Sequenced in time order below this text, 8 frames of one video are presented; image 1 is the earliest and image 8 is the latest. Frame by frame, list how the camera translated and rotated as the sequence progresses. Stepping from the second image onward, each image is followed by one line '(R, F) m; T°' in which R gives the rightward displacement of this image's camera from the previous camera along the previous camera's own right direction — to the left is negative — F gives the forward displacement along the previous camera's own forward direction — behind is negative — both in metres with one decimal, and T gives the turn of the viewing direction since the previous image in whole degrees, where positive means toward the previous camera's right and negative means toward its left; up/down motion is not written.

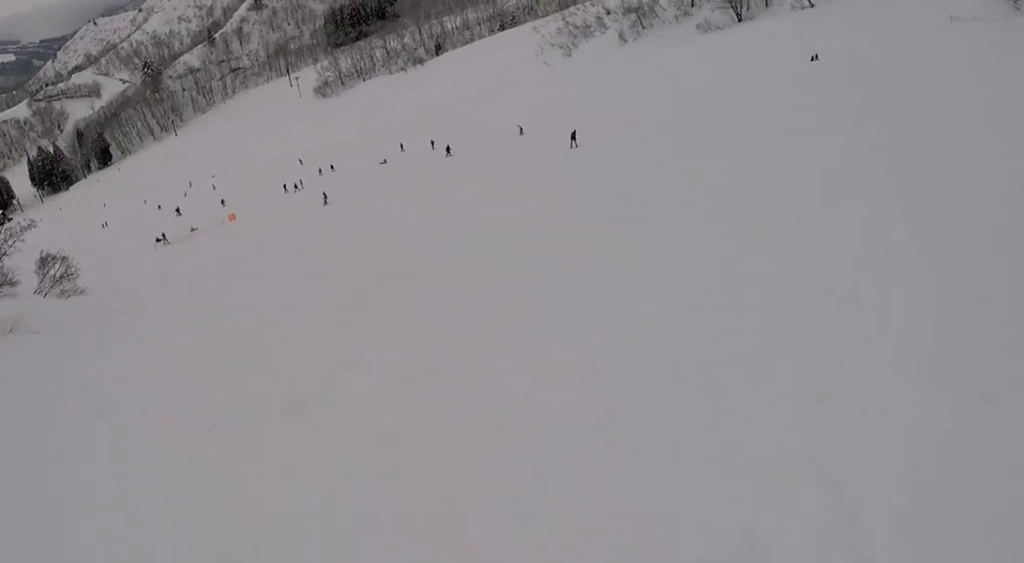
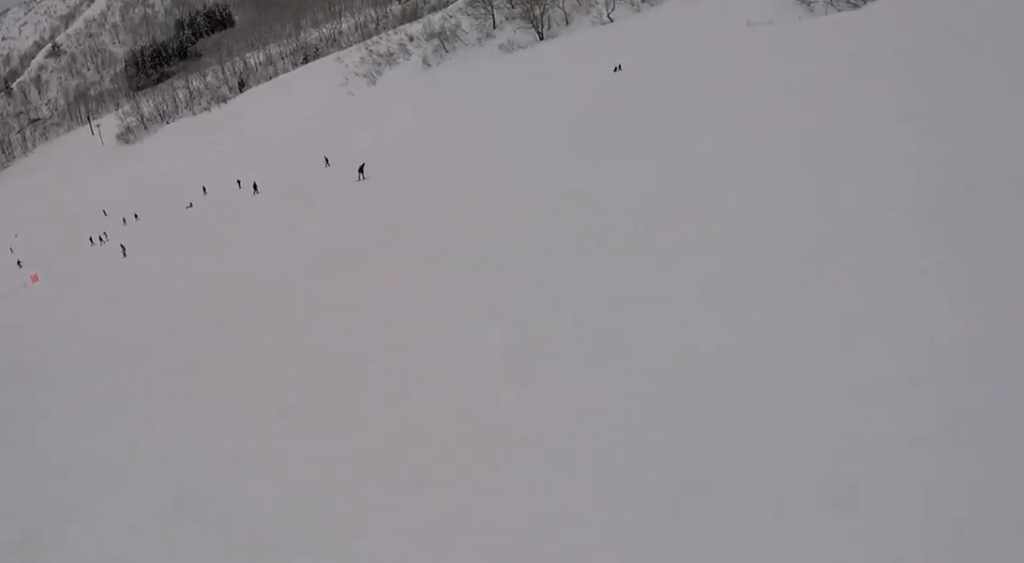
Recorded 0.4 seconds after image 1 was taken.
(-0.2, +1.5) m; +1°
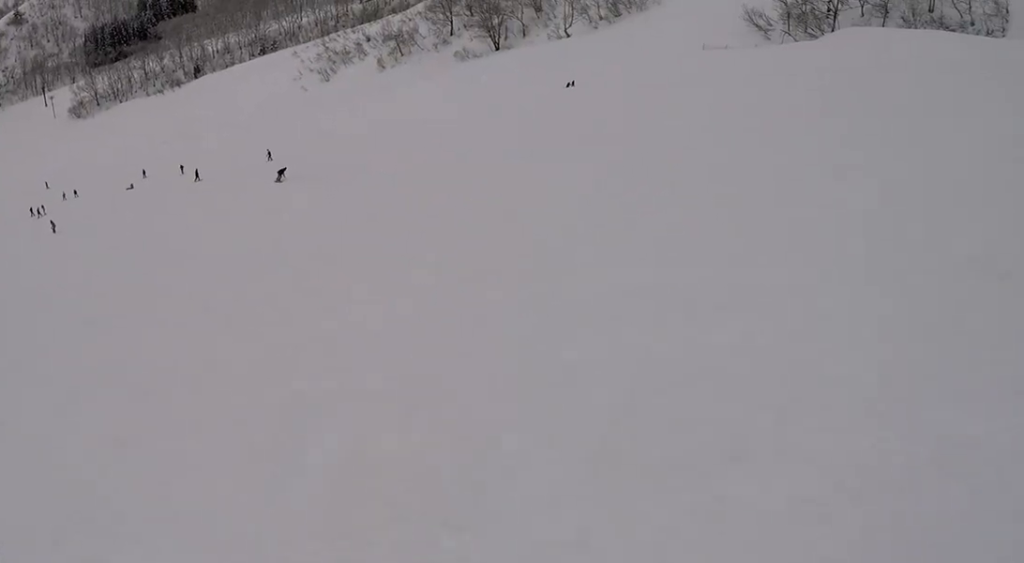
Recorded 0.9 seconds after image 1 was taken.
(+0.2, +1.4) m; -3°
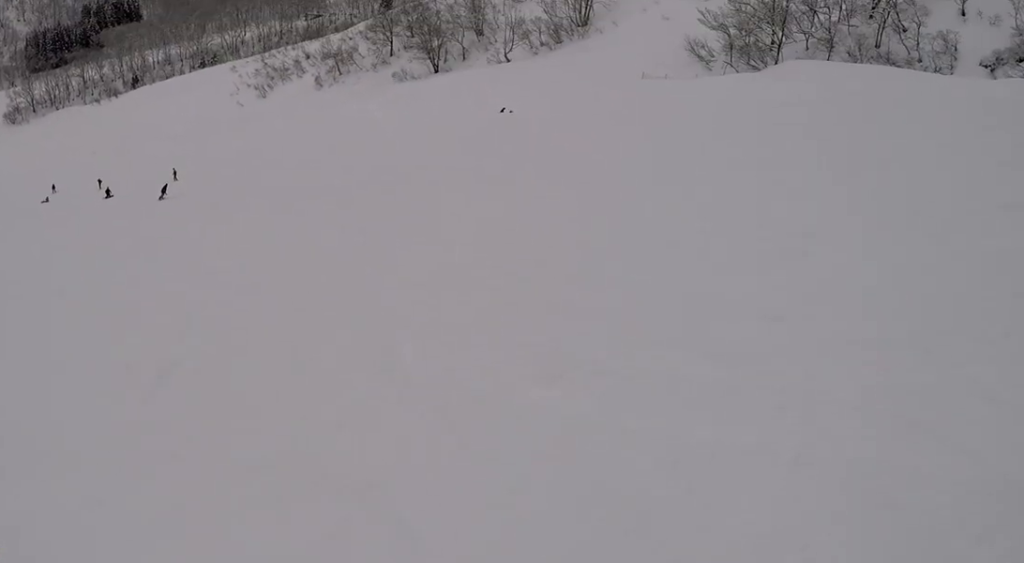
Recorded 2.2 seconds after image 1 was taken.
(-0.5, +4.4) m; -9°
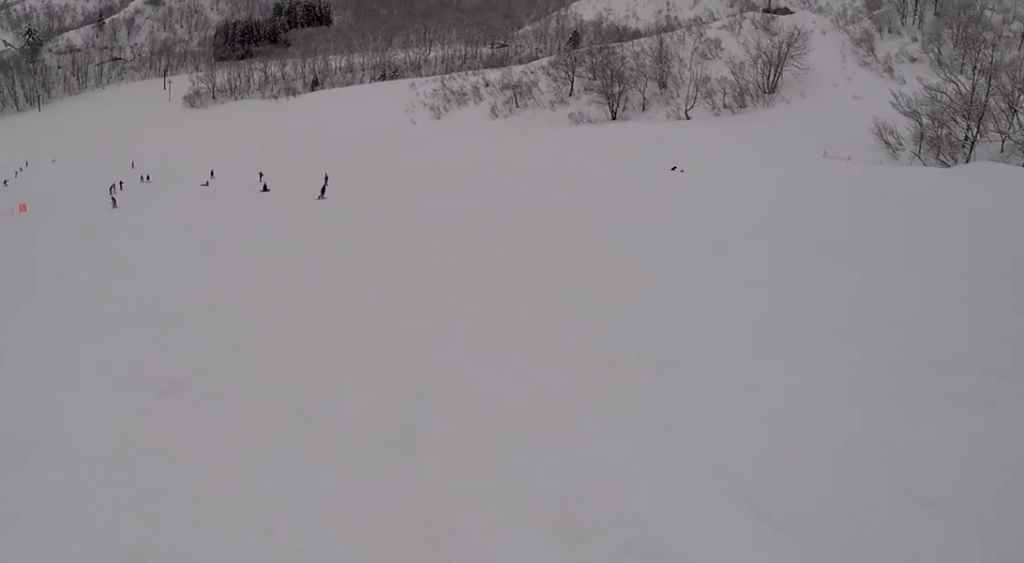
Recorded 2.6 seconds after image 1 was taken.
(-0.1, +1.5) m; -6°
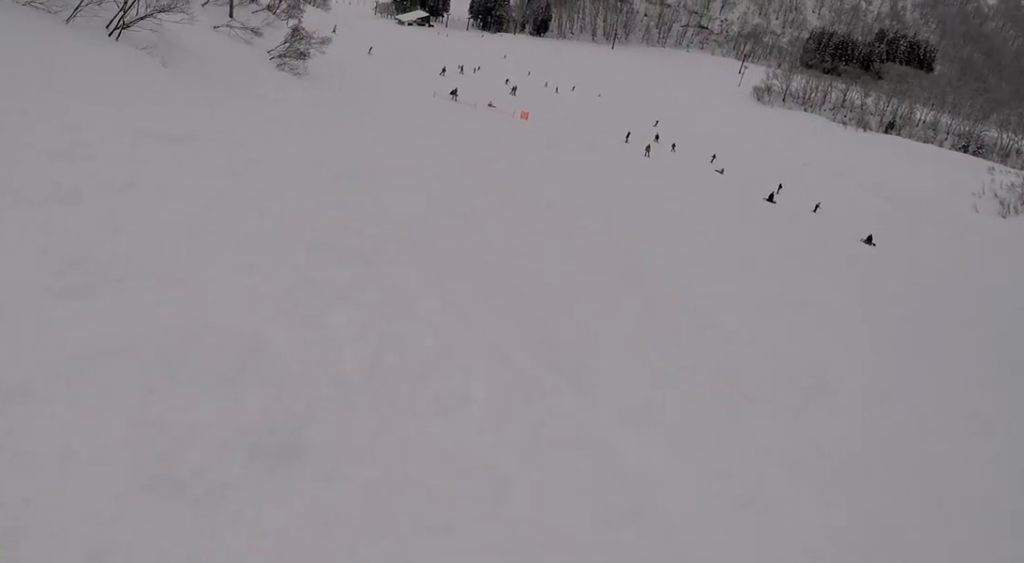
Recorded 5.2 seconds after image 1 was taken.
(-5.3, +5.4) m; -89°
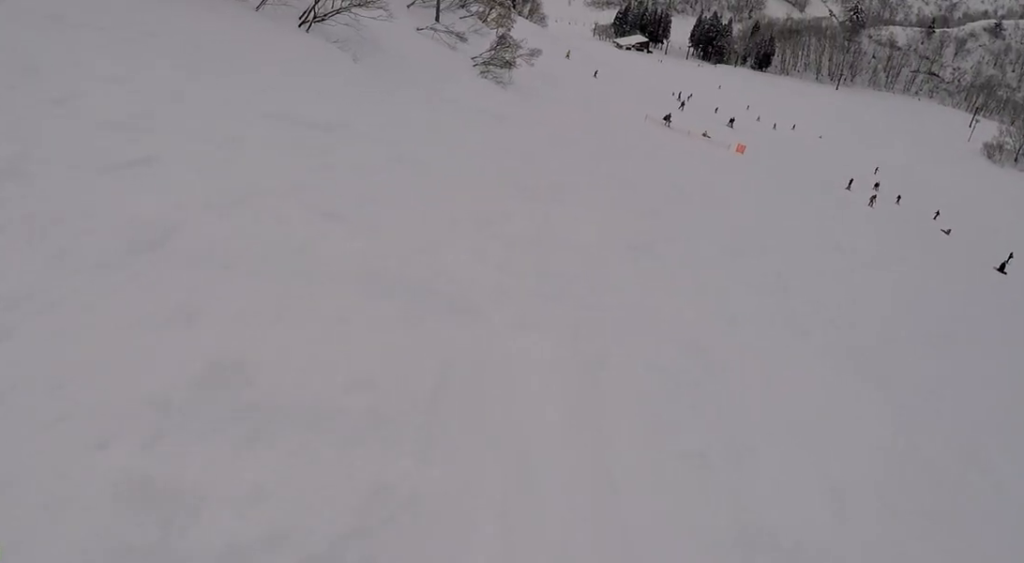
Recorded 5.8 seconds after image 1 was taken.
(-0.5, +2.4) m; -16°
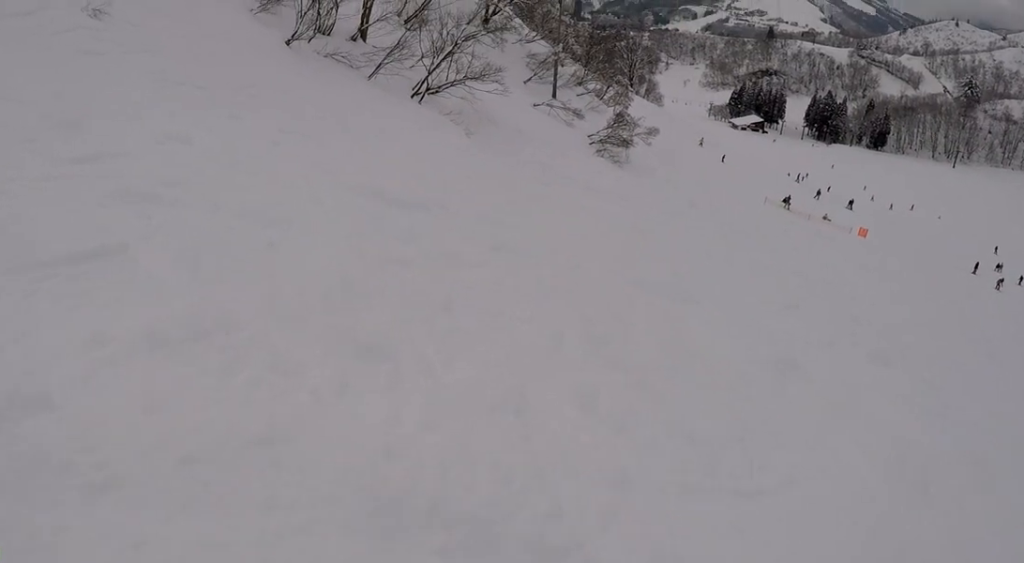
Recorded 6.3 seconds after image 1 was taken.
(-0.7, +1.6) m; -7°
